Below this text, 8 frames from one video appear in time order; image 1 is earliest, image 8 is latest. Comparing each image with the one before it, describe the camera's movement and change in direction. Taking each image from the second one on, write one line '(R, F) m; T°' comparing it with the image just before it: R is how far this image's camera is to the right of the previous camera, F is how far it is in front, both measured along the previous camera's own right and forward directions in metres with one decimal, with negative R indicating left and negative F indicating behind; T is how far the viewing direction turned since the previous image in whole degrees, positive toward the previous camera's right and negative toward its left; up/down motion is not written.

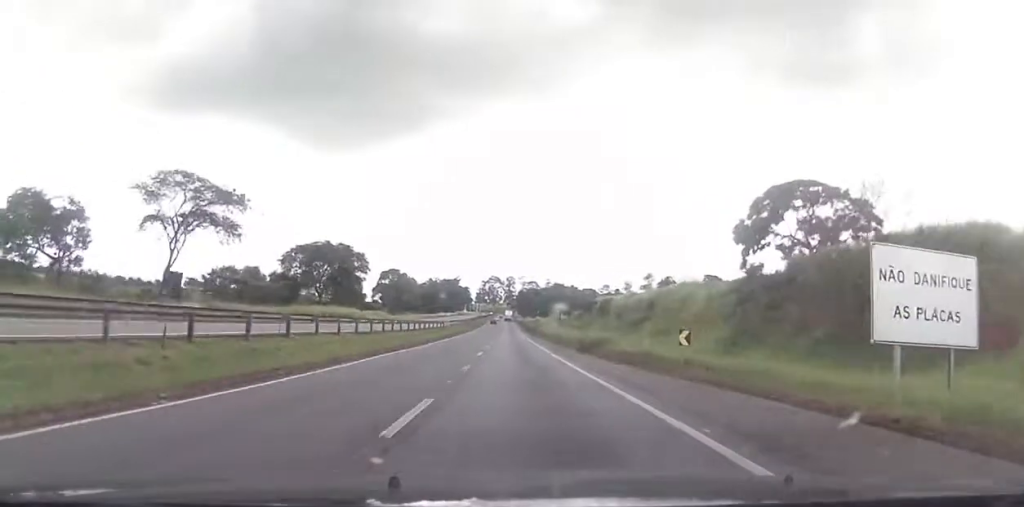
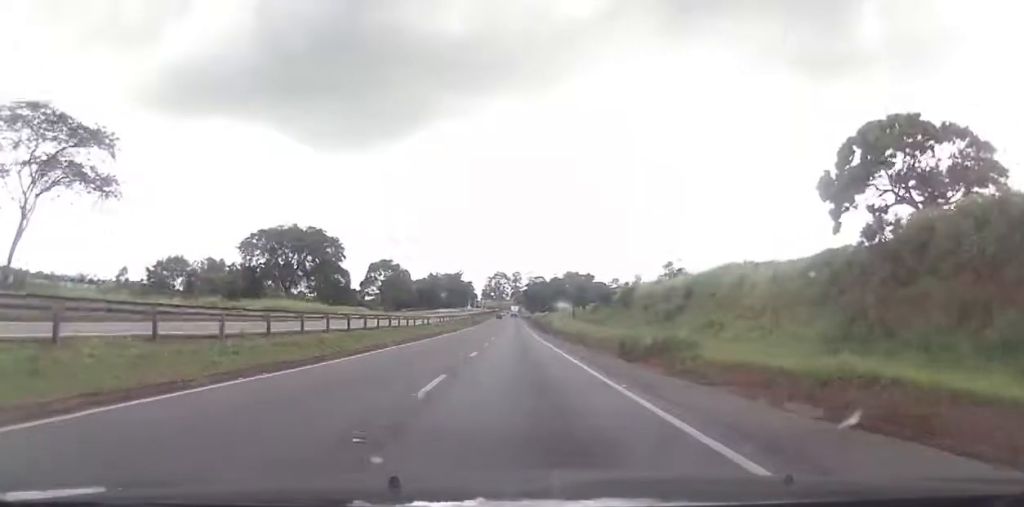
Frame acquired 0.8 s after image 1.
(-0.7, +21.2) m; -2°
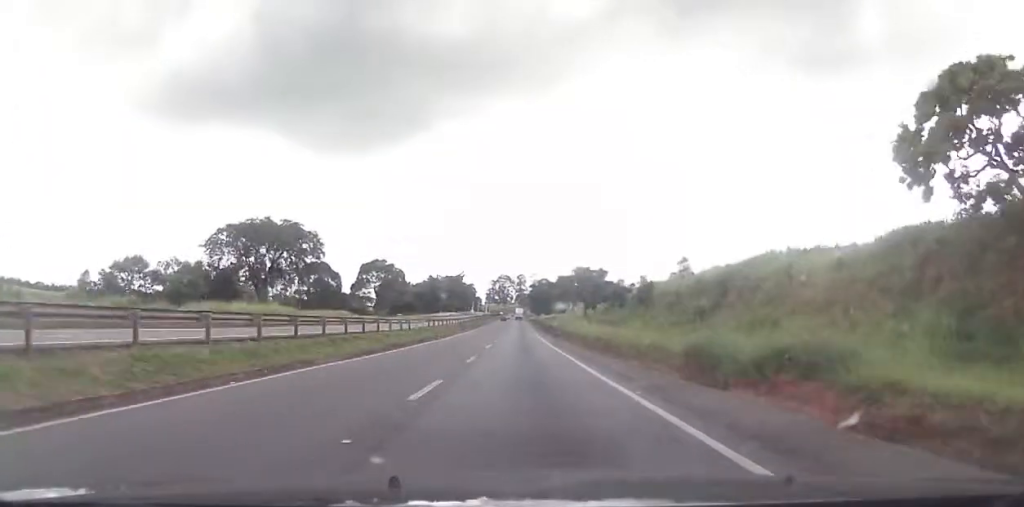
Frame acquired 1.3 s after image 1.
(0.0, +12.6) m; -1°
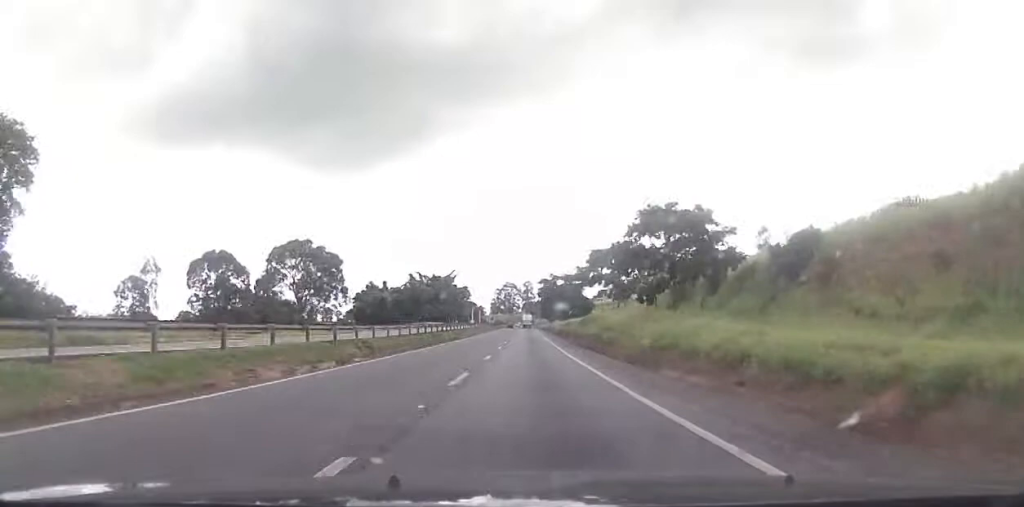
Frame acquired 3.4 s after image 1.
(-0.6, +58.3) m; -1°
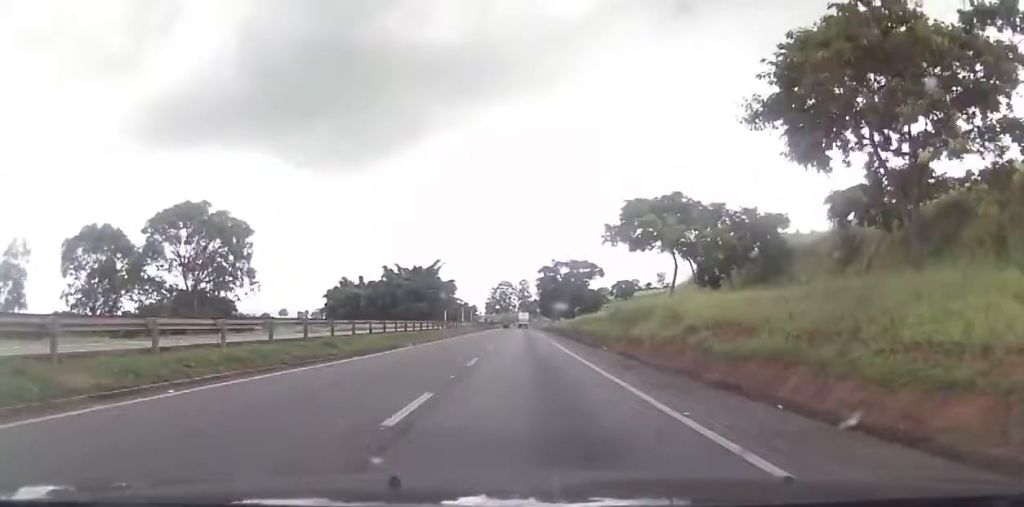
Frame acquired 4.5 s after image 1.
(-0.4, +31.6) m; -1°
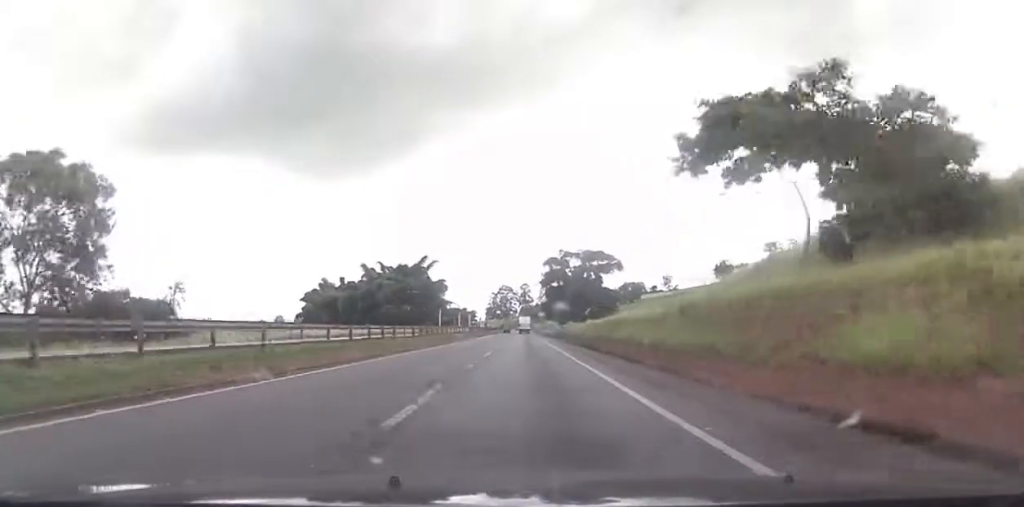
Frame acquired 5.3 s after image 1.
(-0.1, +24.3) m; 0°
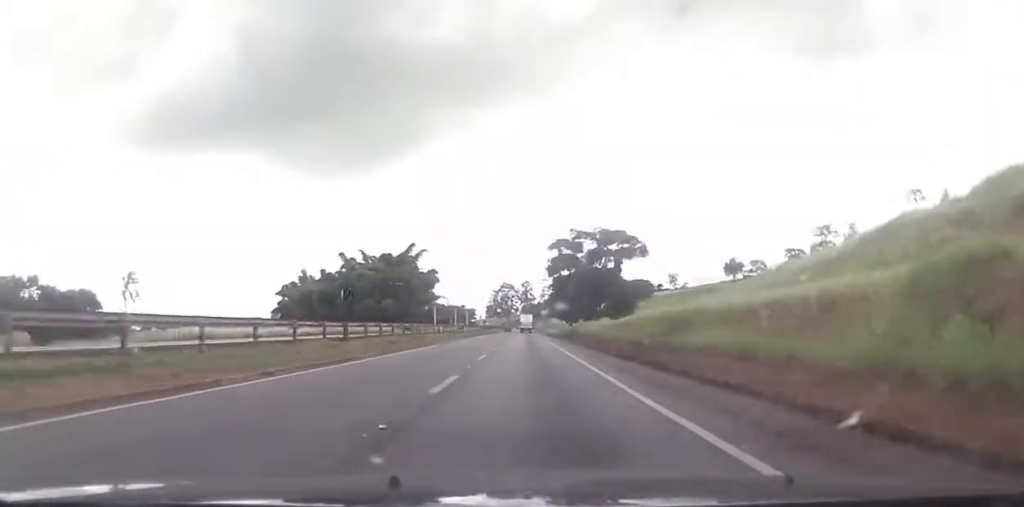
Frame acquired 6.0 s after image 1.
(+0.2, +20.6) m; +1°
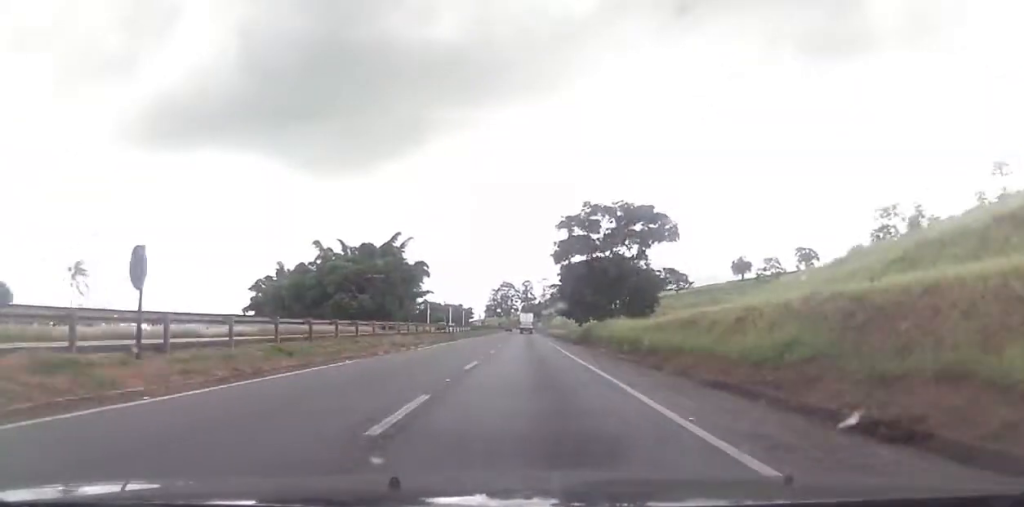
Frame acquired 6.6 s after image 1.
(0.0, +17.9) m; 0°
